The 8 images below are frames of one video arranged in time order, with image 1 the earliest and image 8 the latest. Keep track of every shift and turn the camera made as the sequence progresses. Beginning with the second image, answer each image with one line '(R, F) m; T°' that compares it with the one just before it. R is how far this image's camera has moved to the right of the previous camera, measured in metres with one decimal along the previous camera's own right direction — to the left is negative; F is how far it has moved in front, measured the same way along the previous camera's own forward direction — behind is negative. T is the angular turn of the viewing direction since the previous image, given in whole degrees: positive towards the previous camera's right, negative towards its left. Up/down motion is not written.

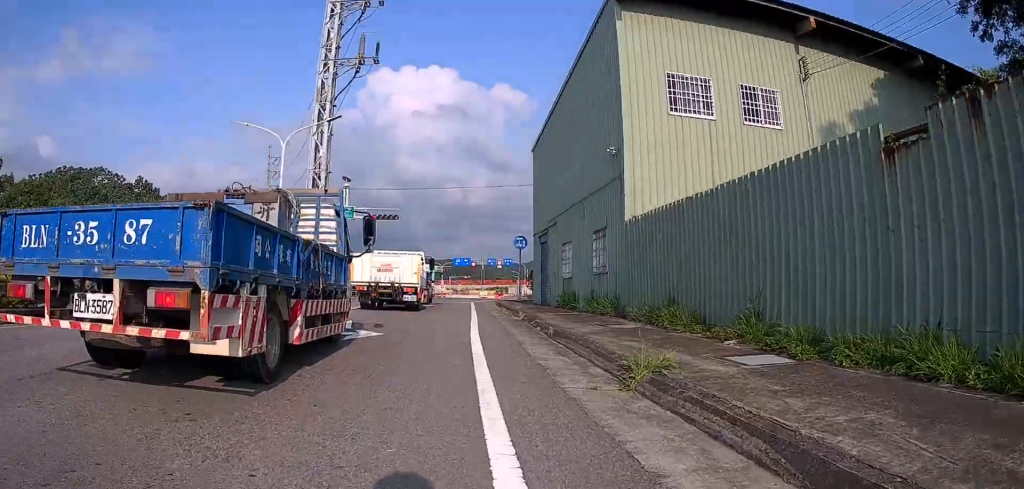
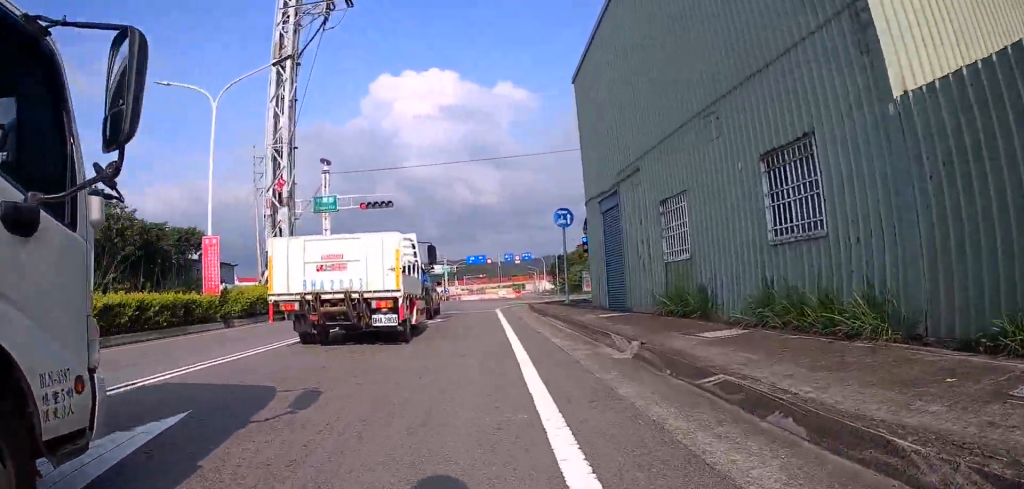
(-0.4, +9.1) m; -2°
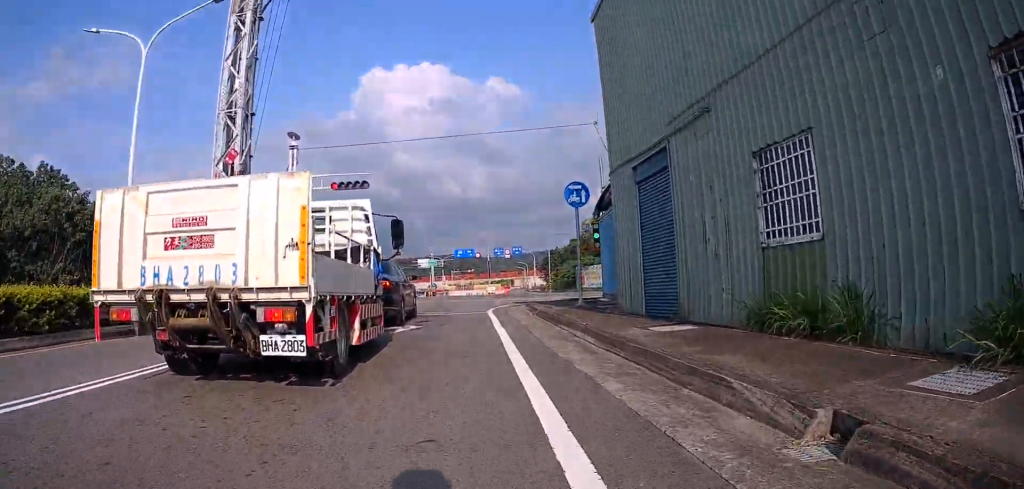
(0.0, +4.5) m; +9°
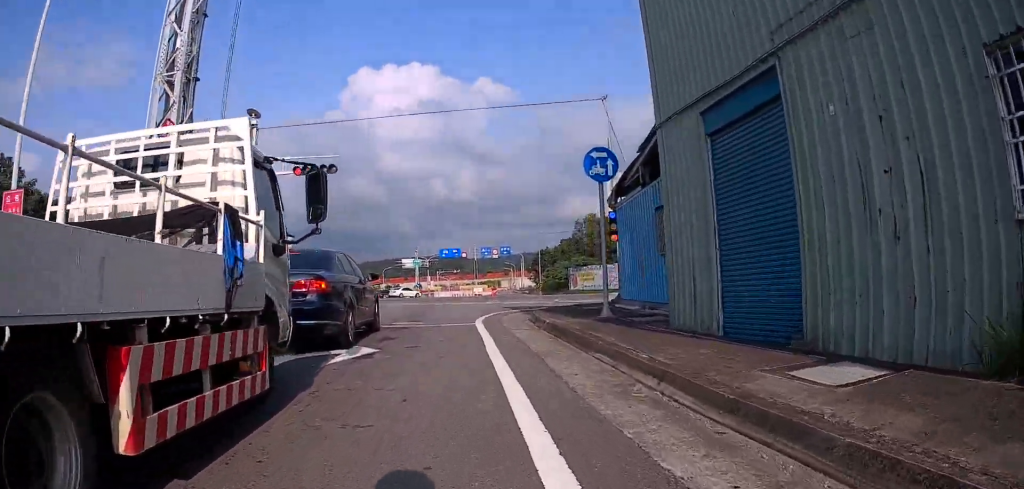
(+0.7, +4.5) m; +3°
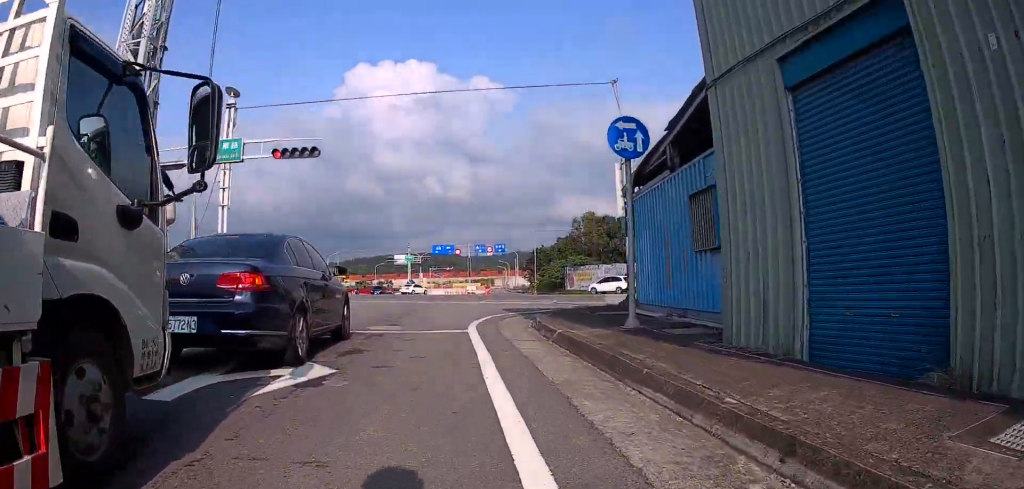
(0.0, +2.7) m; -4°
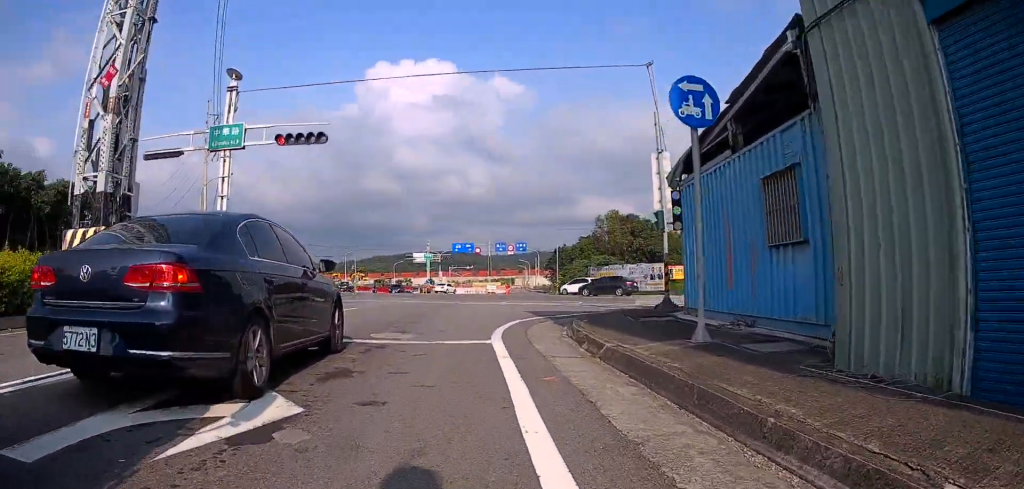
(-0.4, +2.6) m; -7°
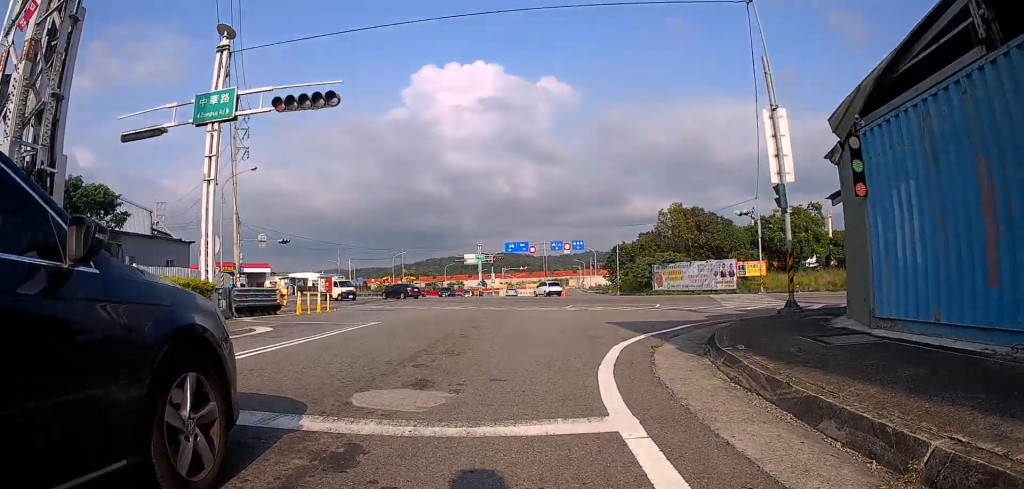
(-0.8, +6.6) m; -16°
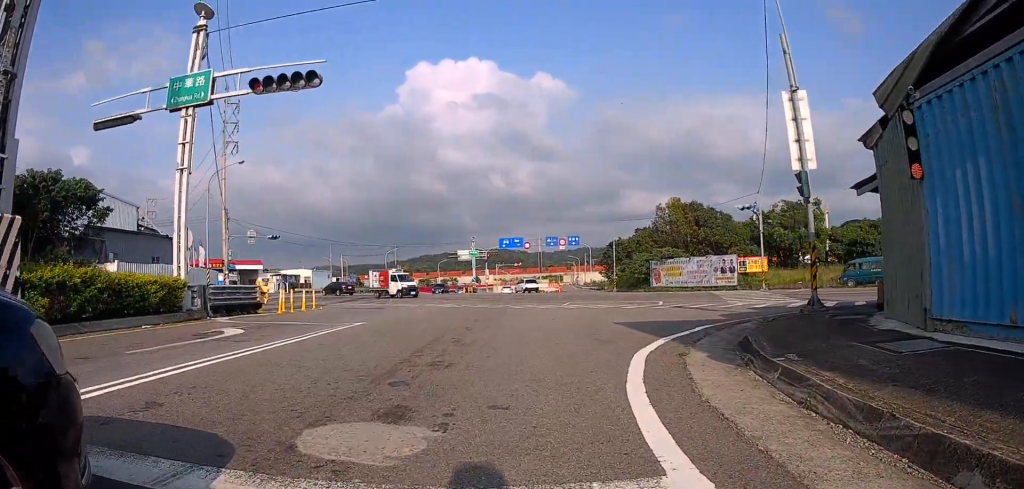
(-0.2, +2.1) m; -5°
